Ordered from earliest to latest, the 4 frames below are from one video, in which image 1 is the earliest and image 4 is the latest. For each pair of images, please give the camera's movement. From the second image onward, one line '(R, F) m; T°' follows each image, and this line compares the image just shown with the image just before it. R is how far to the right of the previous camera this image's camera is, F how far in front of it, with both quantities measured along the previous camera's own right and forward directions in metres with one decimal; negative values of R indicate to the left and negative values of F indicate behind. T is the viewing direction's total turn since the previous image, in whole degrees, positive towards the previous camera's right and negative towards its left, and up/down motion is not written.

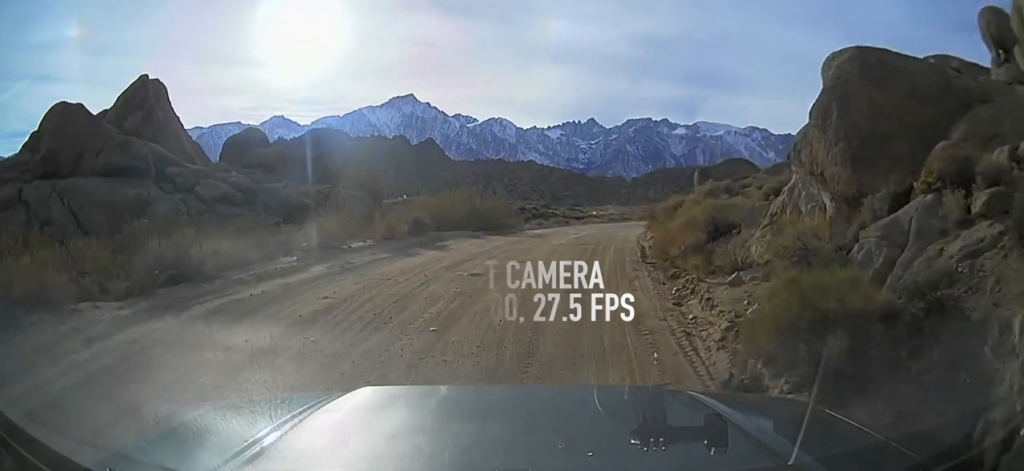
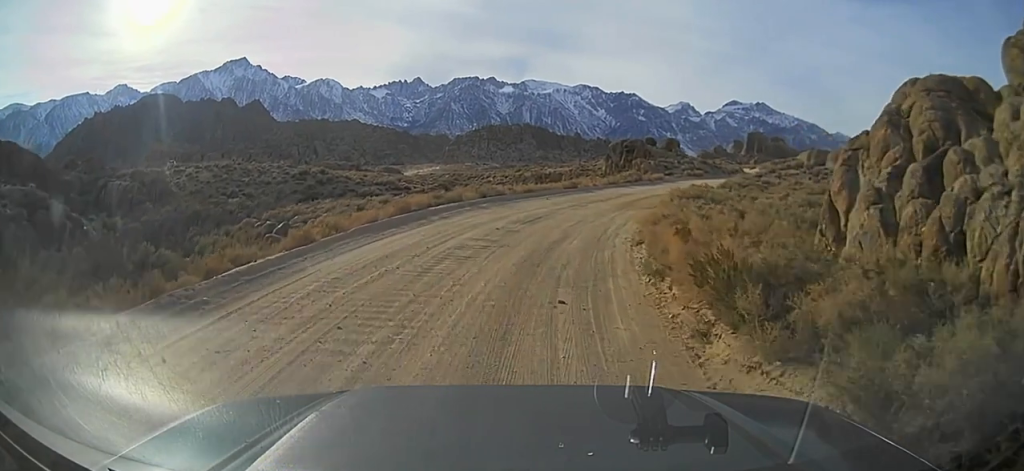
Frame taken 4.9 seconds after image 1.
(+7.3, +39.7) m; +21°
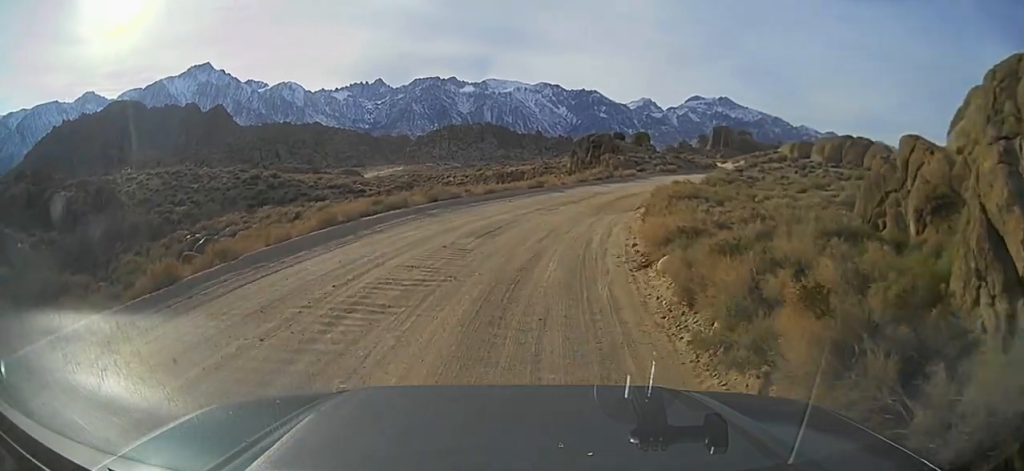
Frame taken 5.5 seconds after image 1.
(0.0, +4.5) m; +1°
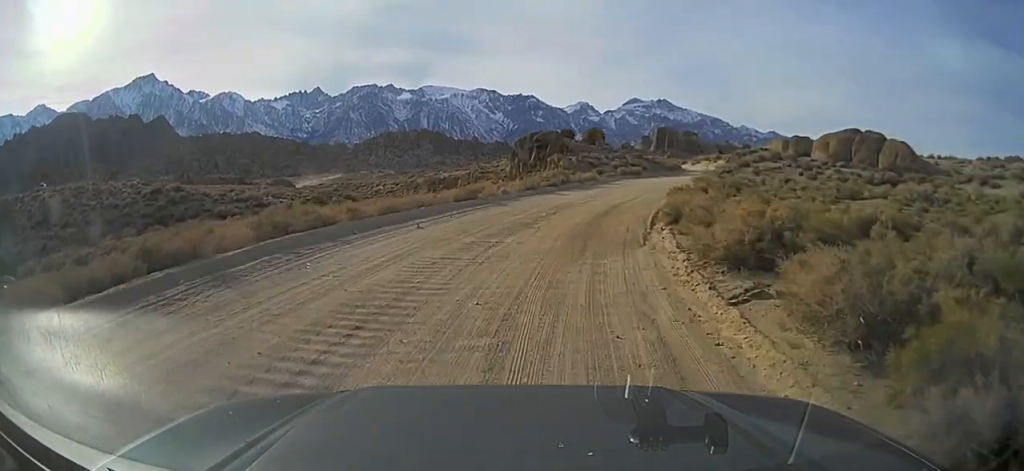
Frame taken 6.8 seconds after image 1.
(+0.1, +11.4) m; +1°
